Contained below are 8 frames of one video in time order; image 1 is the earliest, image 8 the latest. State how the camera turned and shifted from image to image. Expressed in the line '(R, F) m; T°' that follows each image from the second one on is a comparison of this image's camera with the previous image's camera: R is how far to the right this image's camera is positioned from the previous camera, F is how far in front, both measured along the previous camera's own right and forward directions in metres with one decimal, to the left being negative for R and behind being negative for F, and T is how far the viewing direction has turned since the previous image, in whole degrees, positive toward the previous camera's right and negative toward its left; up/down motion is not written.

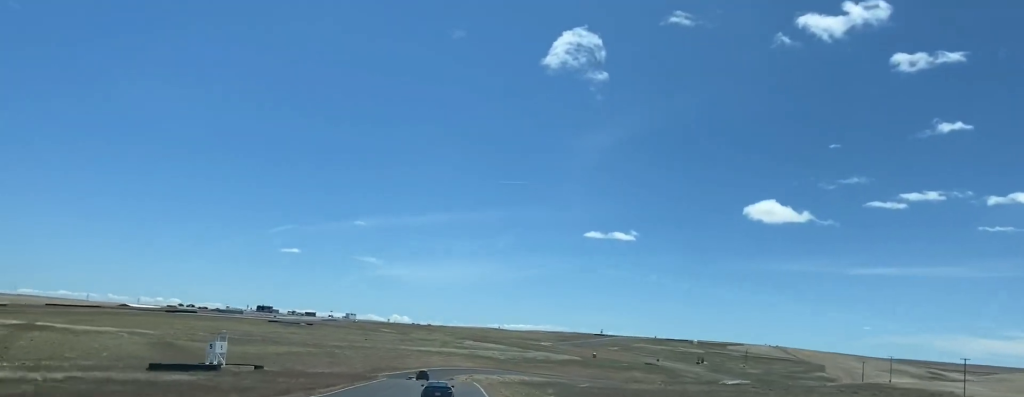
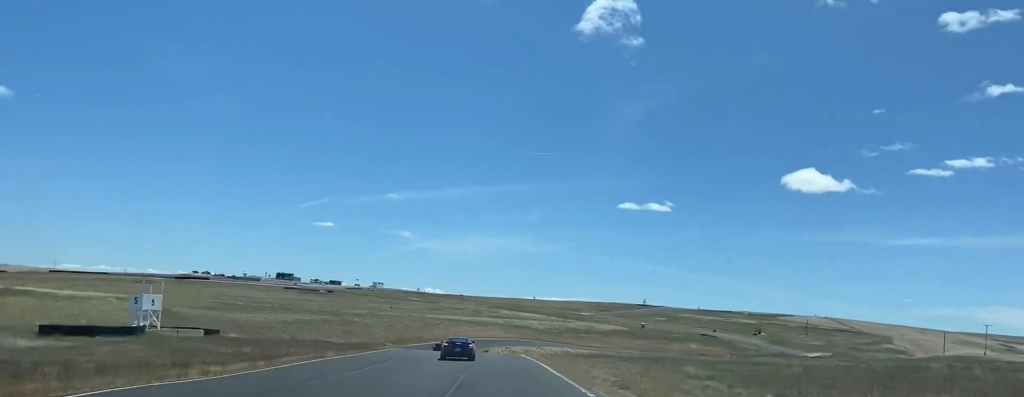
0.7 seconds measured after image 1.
(-0.8, +31.8) m; -2°
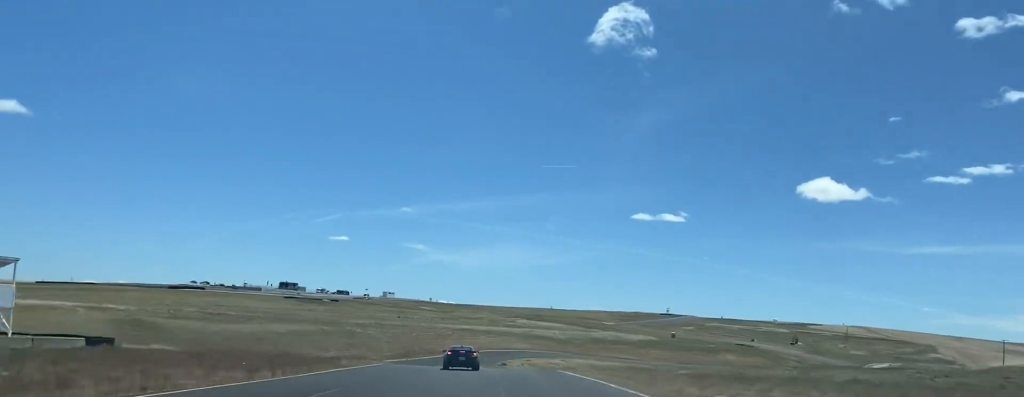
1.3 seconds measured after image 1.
(-0.4, +24.0) m; -1°
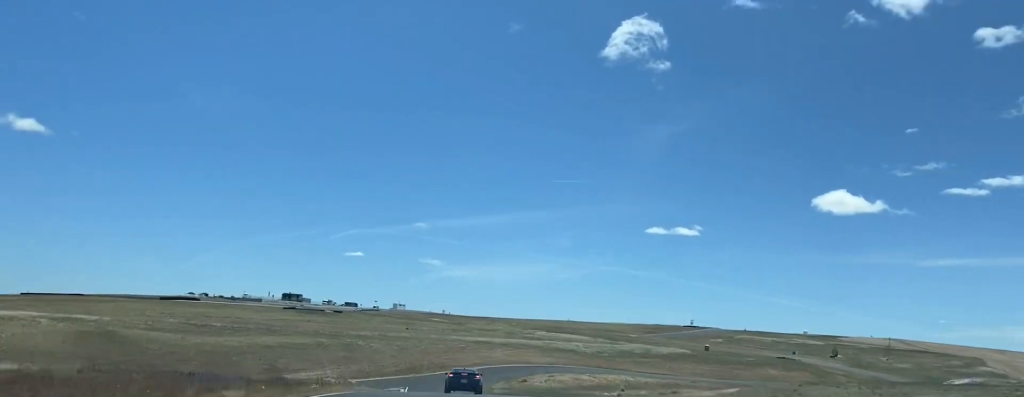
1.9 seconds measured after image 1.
(-0.3, +23.4) m; -1°
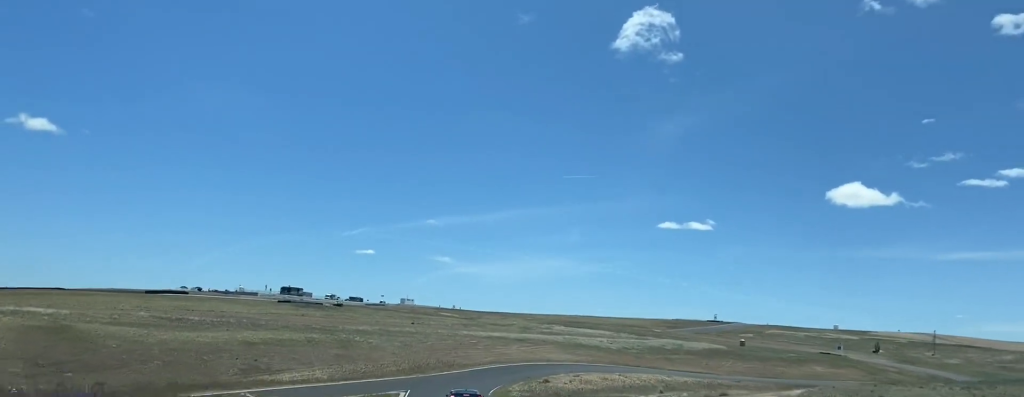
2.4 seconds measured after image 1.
(-0.3, +22.8) m; -1°
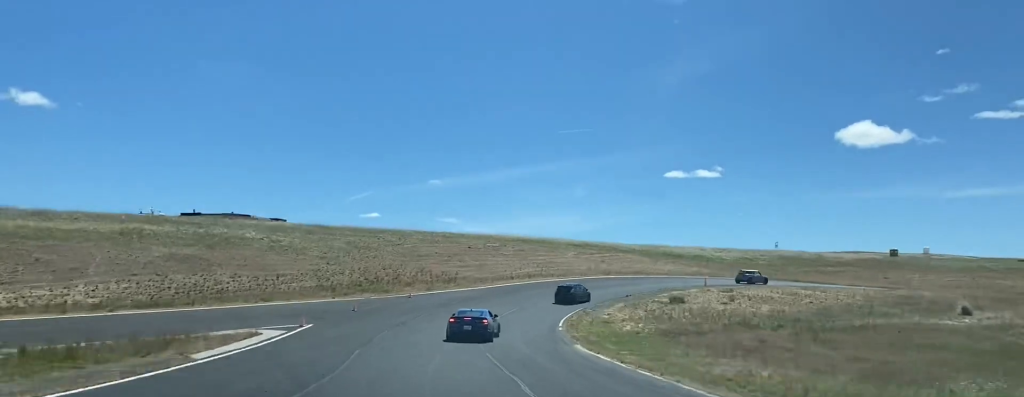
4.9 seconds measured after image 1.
(-1.7, +85.5) m; -1°
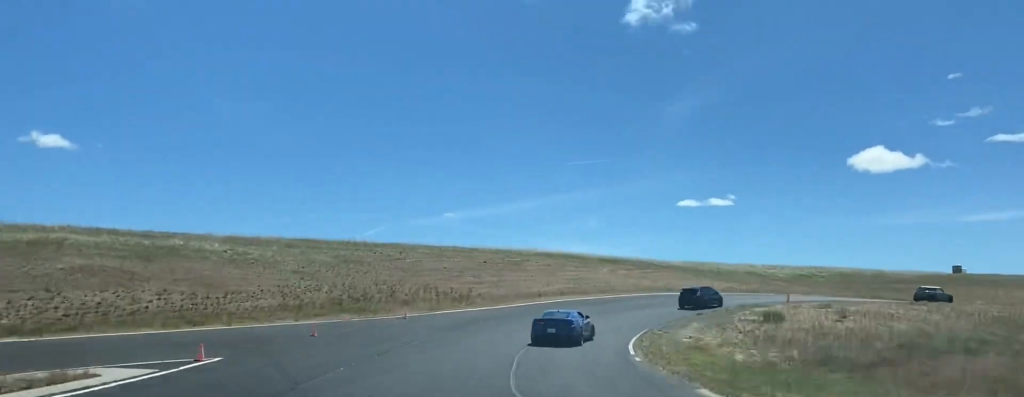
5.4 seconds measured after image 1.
(0.0, +15.3) m; +1°
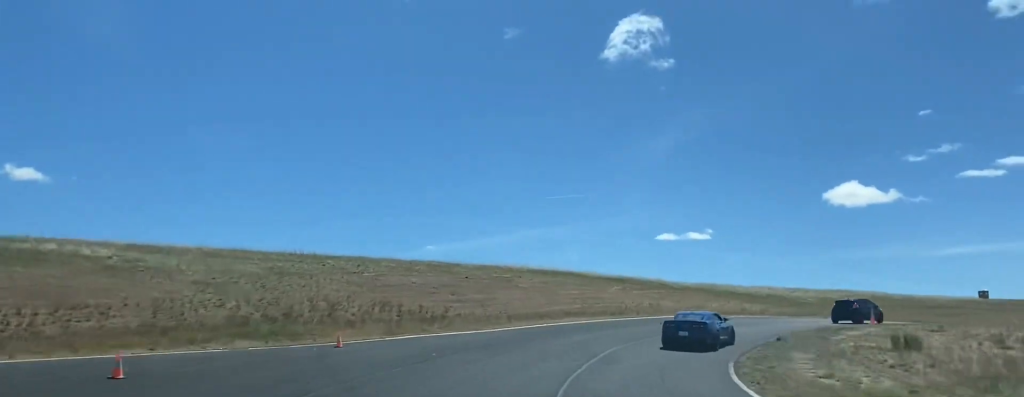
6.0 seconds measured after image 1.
(+0.3, +17.0) m; +5°
